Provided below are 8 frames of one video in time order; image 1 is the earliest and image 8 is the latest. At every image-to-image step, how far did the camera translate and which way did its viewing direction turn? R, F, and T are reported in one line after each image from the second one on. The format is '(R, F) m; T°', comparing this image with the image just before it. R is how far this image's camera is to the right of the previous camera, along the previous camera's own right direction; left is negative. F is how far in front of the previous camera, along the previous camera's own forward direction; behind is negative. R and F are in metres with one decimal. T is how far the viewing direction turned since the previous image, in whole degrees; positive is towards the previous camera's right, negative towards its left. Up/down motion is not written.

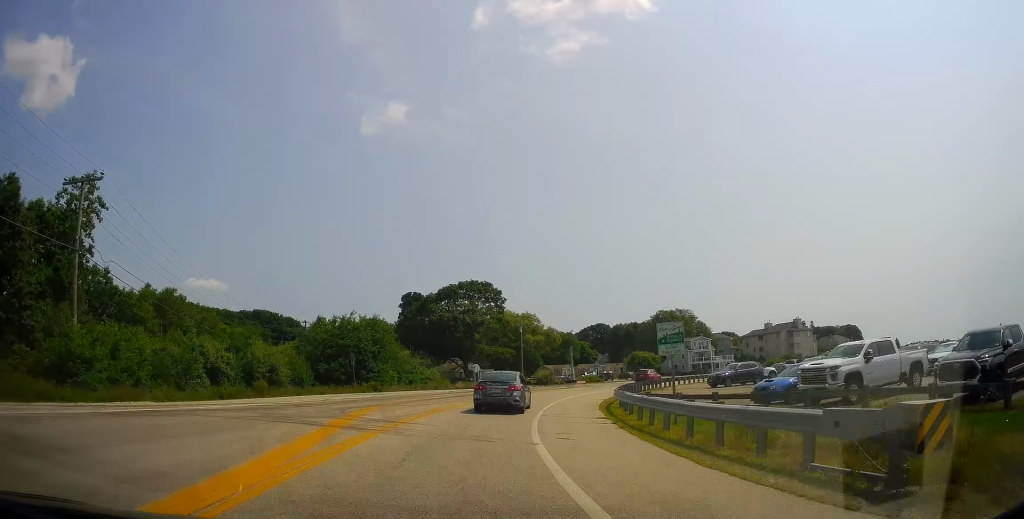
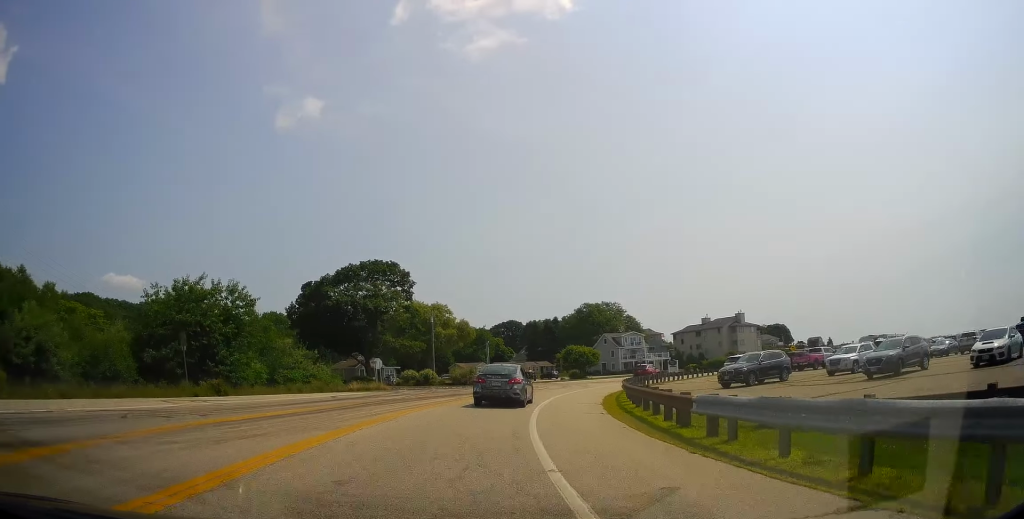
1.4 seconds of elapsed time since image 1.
(+0.9, +15.5) m; +8°
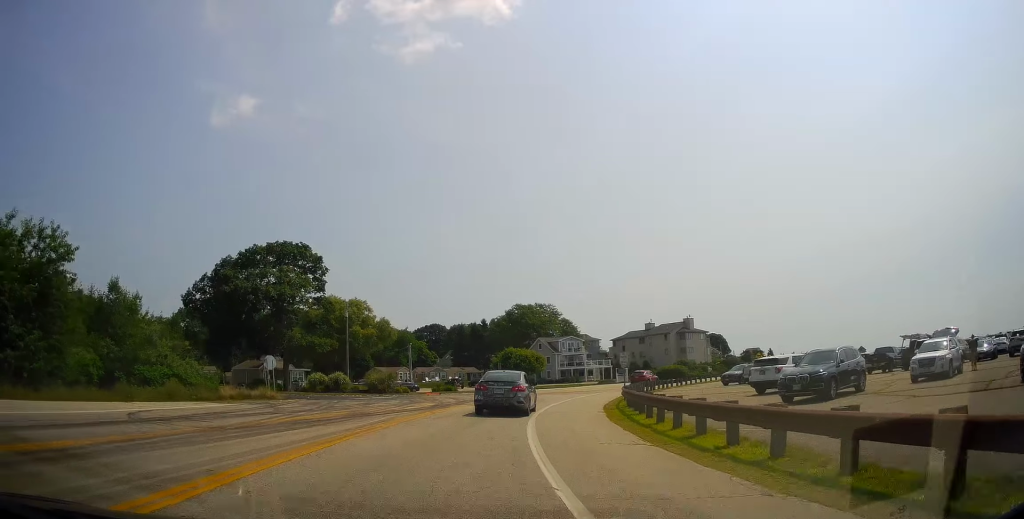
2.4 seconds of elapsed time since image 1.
(+0.8, +12.4) m; +7°
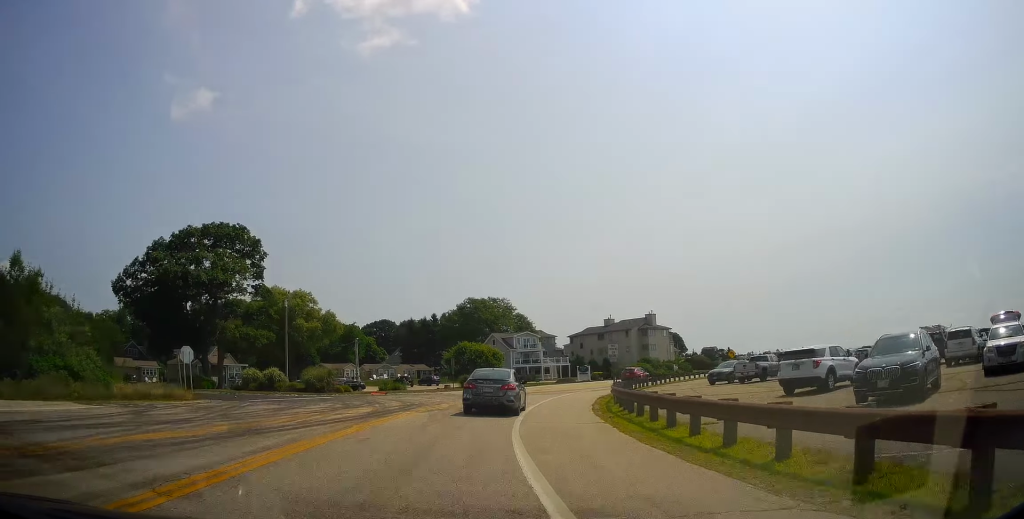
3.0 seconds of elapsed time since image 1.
(+0.2, +6.6) m; +5°
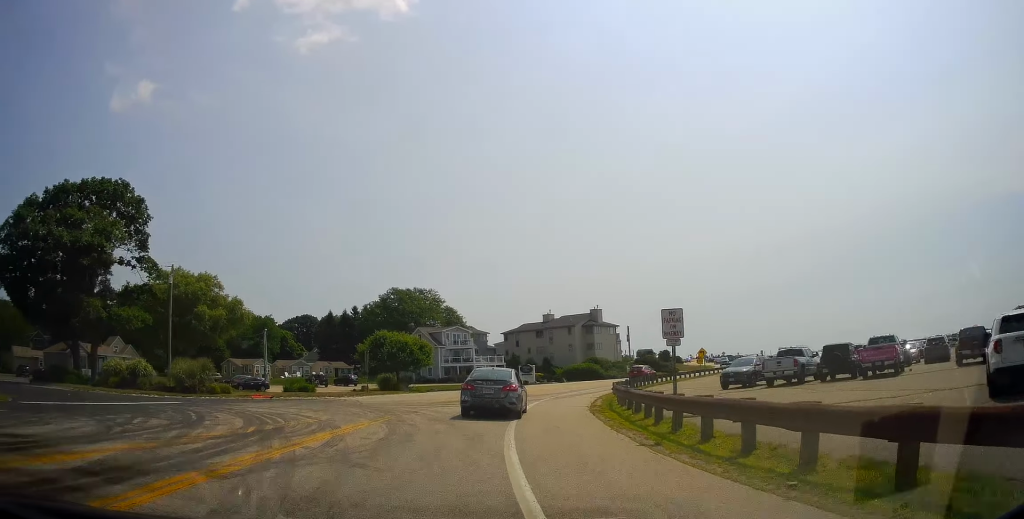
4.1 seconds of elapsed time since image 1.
(+1.2, +12.9) m; +7°
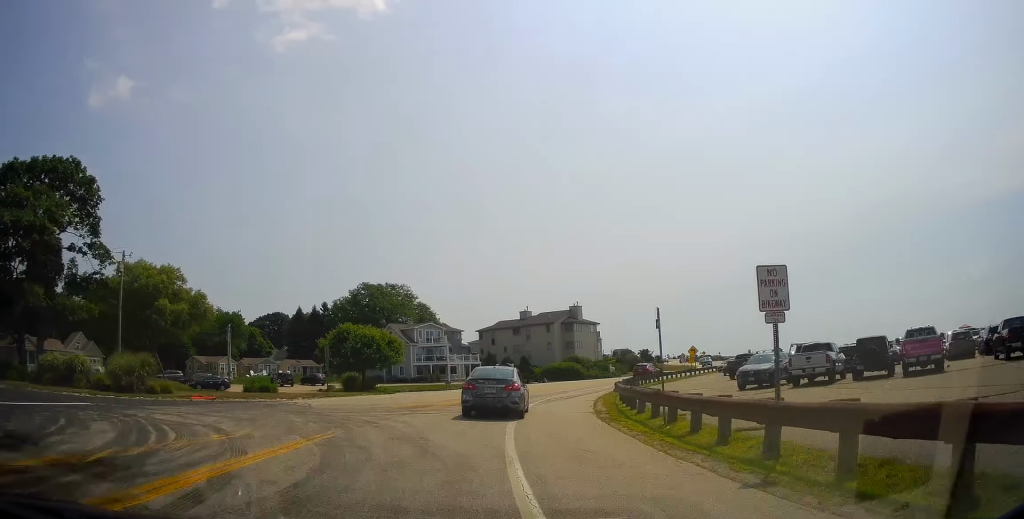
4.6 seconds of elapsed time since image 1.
(+0.1, +4.7) m; +3°
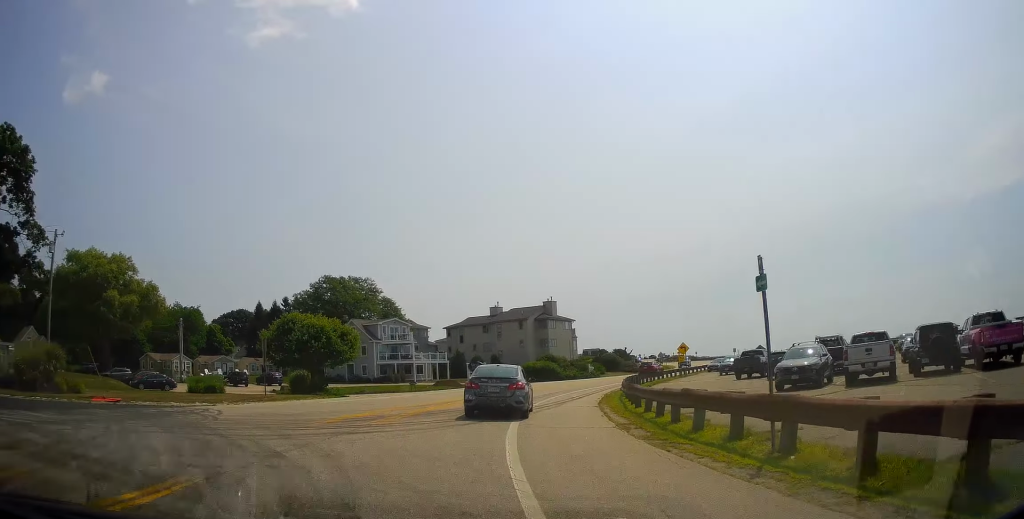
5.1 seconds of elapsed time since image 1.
(-0.3, +6.1) m; +5°
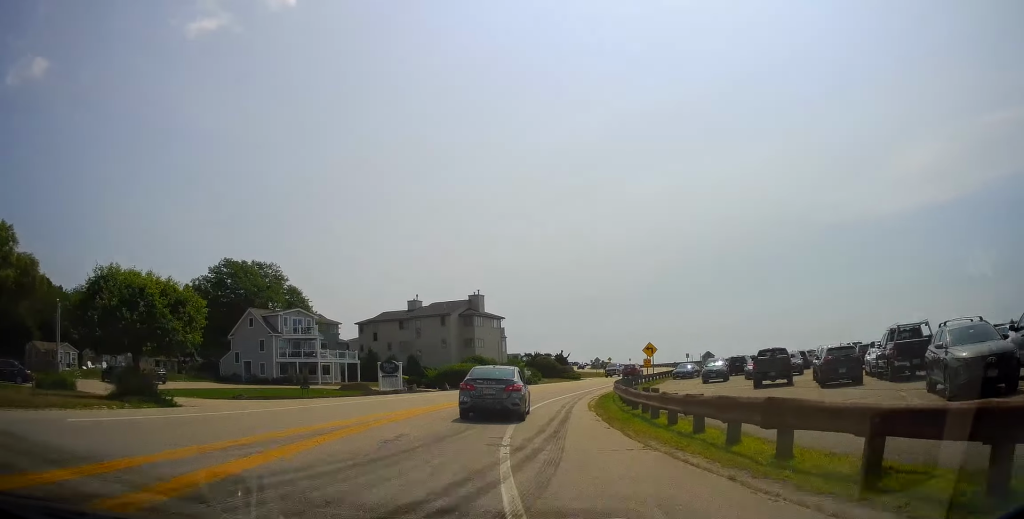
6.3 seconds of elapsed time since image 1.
(+1.8, +11.9) m; +9°
